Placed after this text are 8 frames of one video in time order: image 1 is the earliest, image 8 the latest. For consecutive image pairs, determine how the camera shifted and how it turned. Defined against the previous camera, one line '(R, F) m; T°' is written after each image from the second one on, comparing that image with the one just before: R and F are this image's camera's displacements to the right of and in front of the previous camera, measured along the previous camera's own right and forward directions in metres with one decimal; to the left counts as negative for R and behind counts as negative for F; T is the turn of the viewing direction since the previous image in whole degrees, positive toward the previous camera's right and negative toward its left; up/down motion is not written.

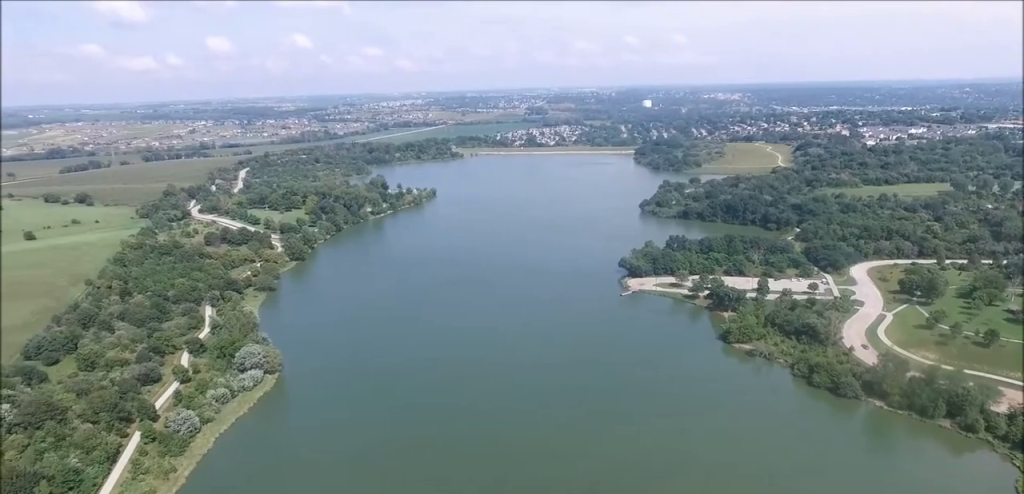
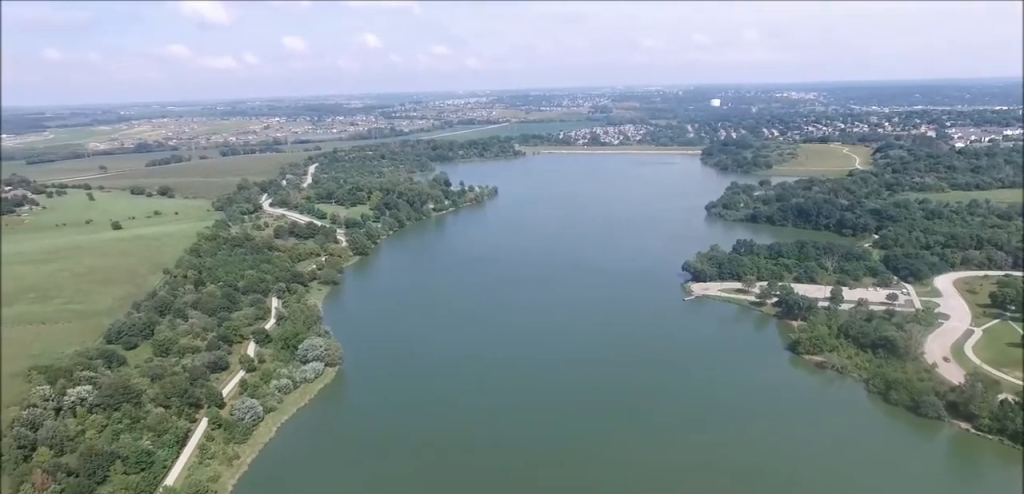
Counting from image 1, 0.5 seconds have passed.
(-0.1, +3.7) m; -5°
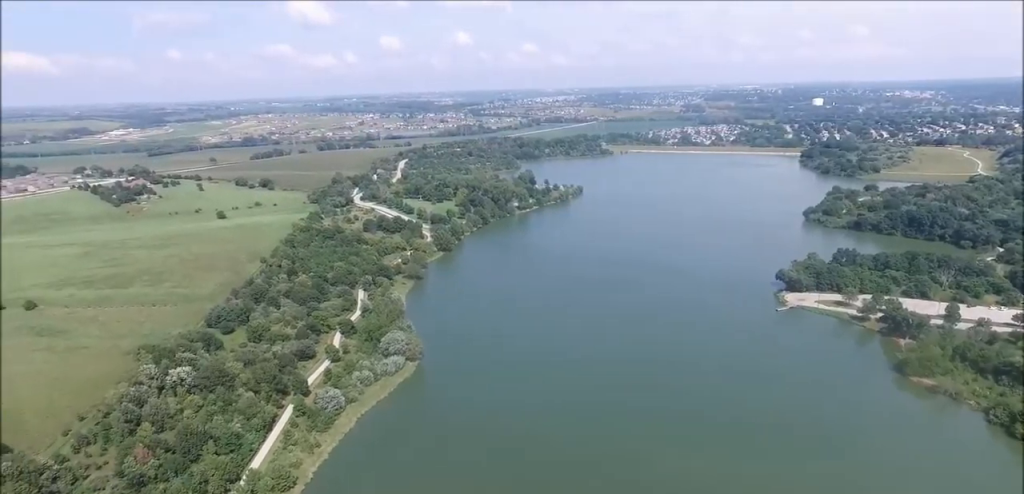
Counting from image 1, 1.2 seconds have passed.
(-0.3, +5.0) m; -5°
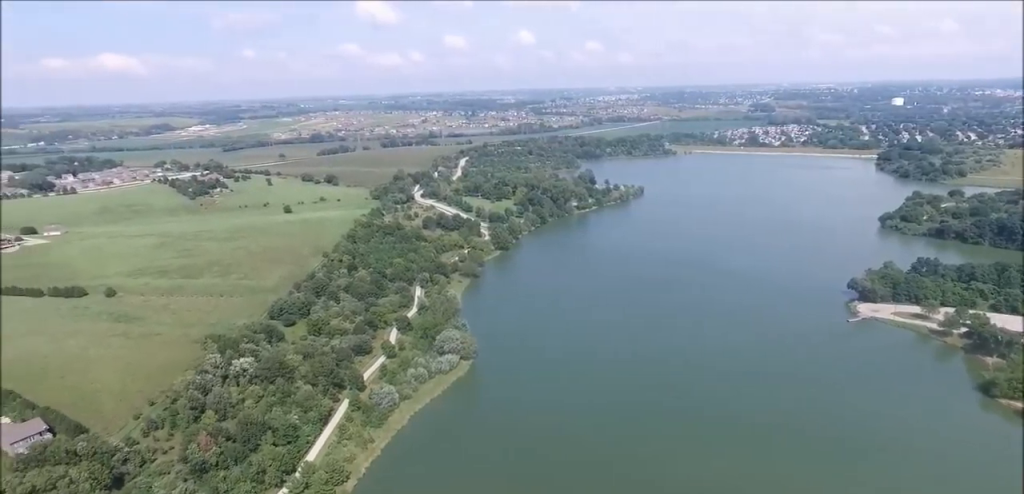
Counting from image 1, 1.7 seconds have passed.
(-0.2, +4.2) m; -4°
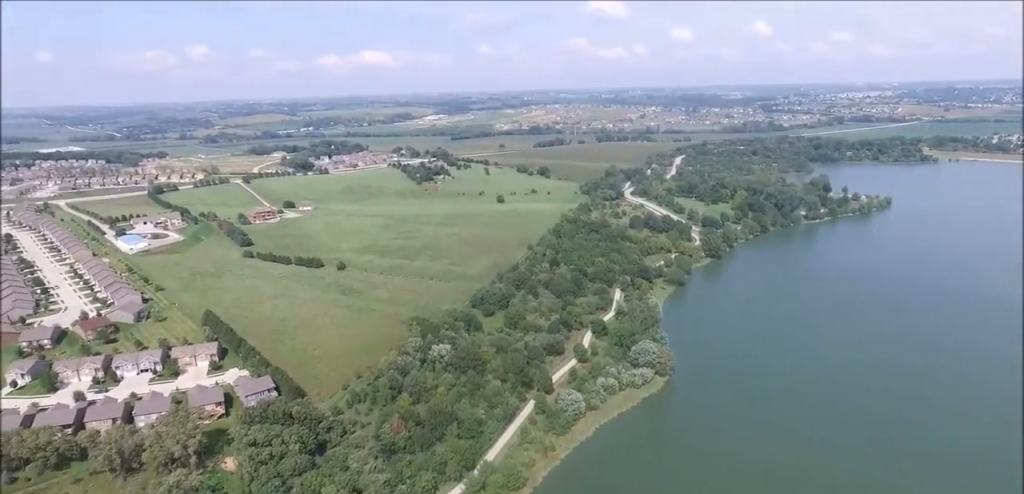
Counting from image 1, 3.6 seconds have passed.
(-1.7, +16.8) m; -12°
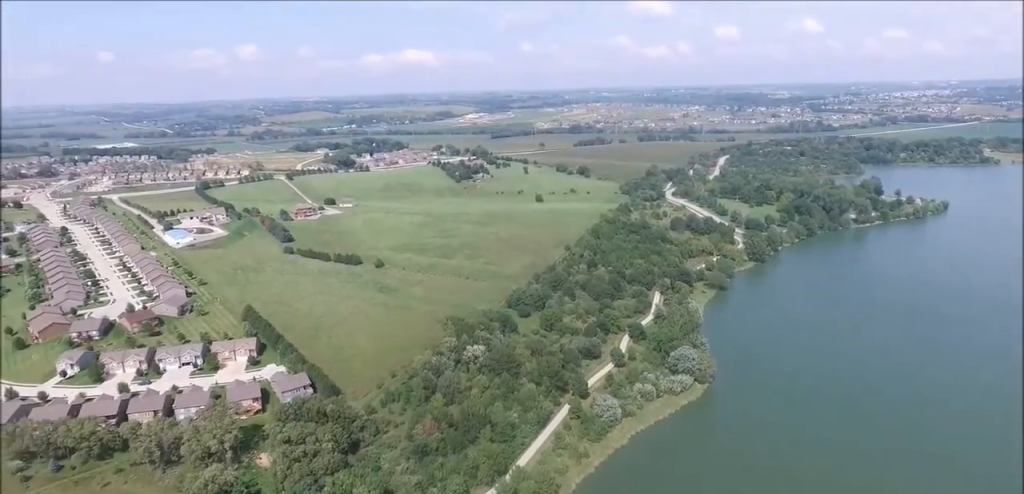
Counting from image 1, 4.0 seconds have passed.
(-0.2, +4.2) m; -3°
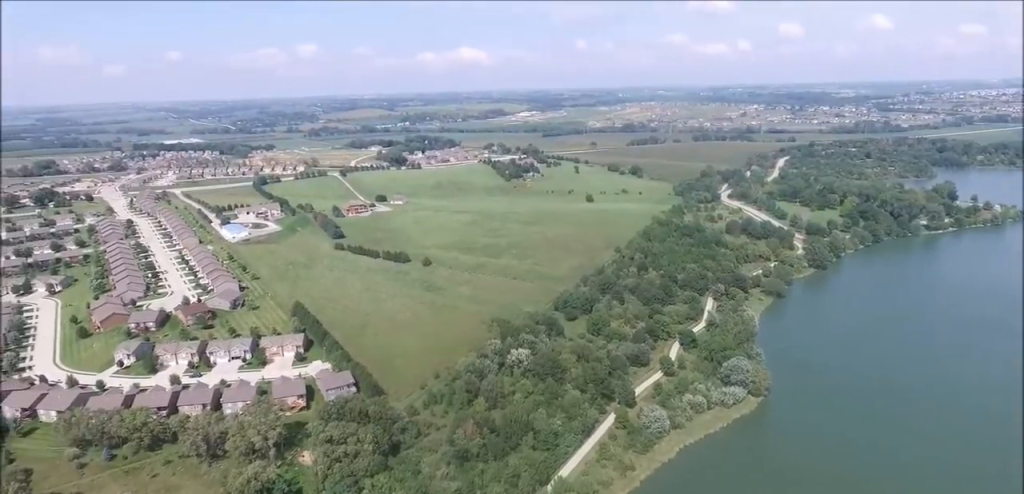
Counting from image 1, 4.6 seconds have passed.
(-0.2, +6.4) m; -4°
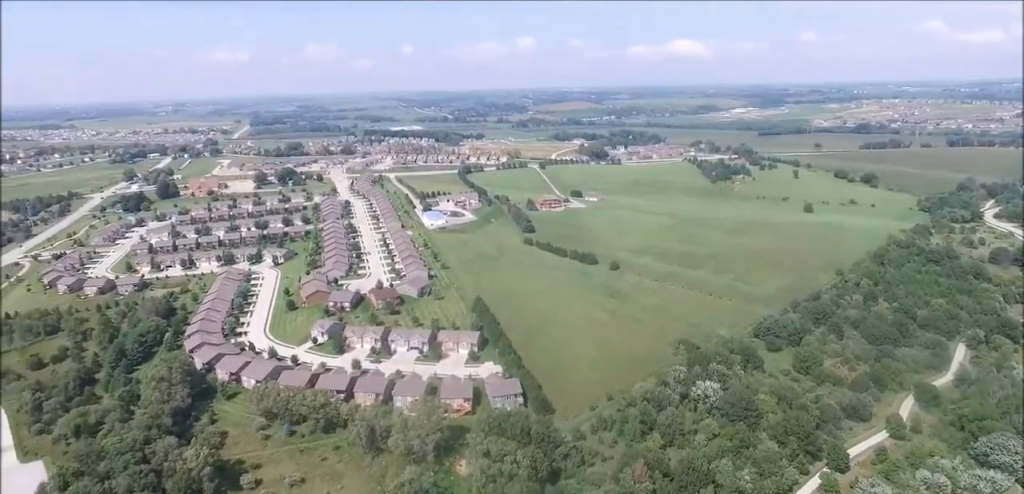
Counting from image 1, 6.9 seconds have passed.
(-3.2, +25.1) m; -14°
